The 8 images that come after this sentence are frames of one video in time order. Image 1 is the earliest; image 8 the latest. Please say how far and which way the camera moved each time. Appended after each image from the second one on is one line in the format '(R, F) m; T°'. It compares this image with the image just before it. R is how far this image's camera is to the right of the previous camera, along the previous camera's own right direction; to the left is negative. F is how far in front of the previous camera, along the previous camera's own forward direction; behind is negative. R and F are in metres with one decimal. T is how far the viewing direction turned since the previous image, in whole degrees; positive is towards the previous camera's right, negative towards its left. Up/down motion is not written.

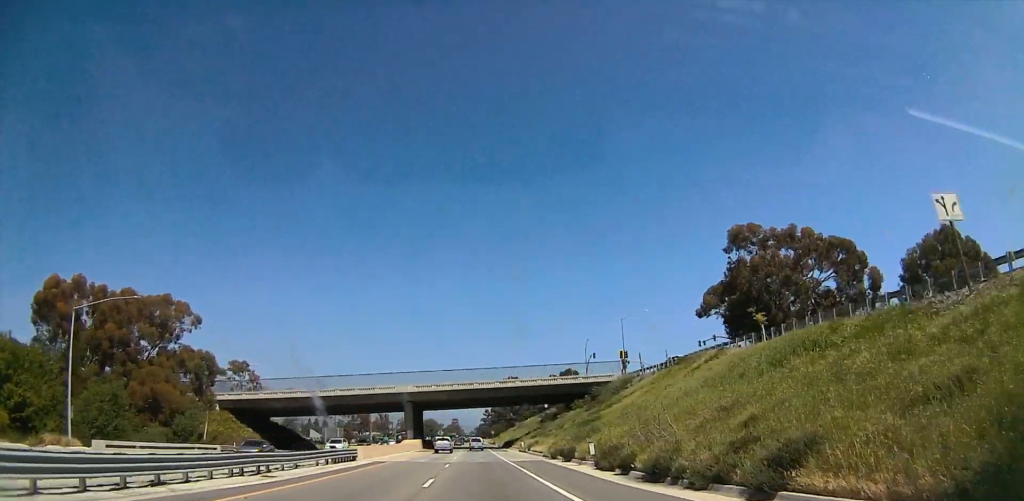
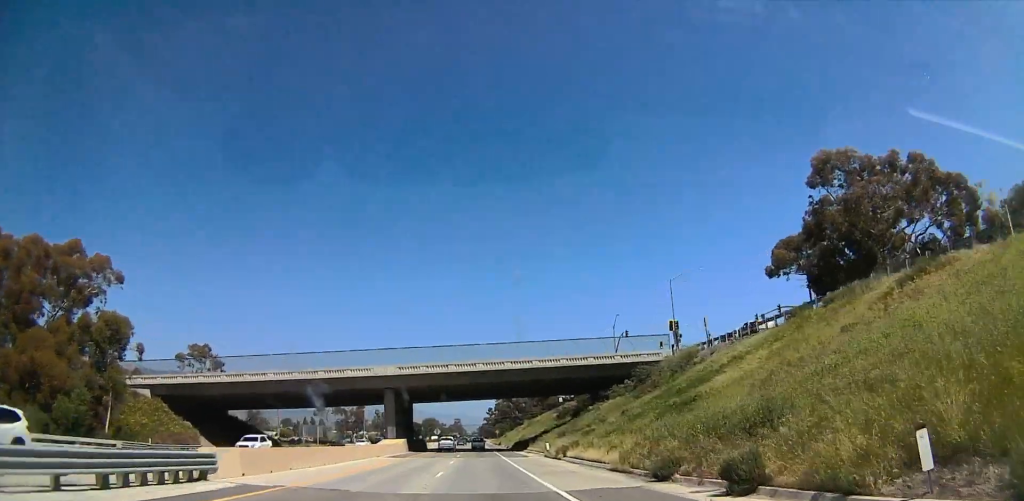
(0.0, +27.2) m; 0°
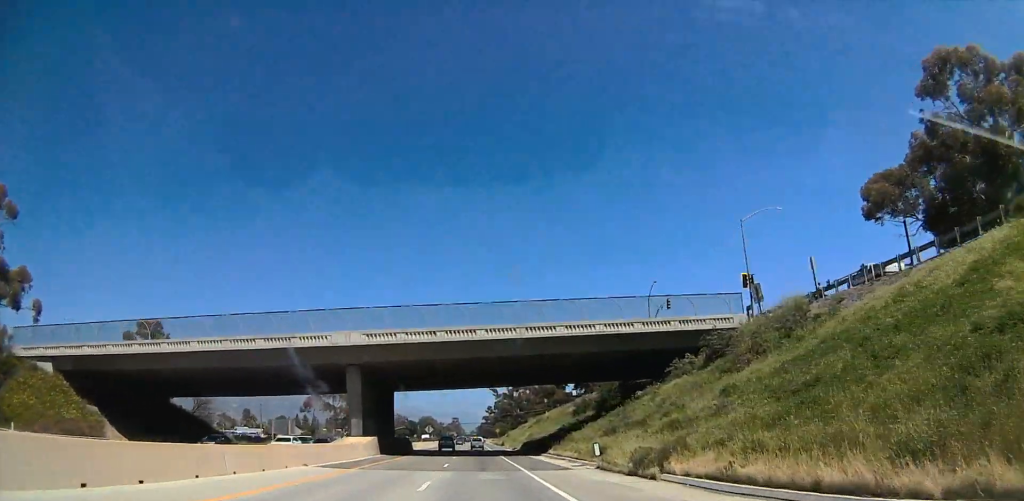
(0.0, +25.0) m; 0°
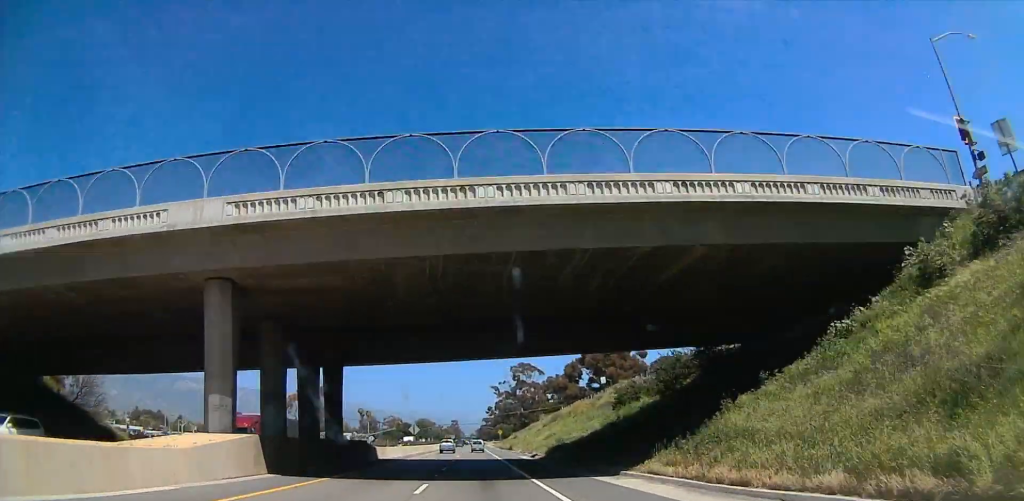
(-0.1, +35.0) m; -1°
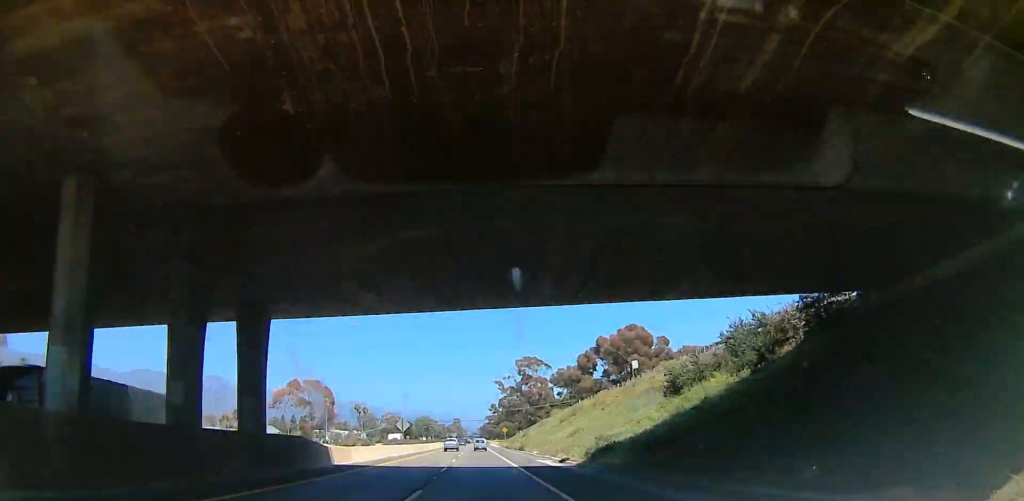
(-0.3, +22.5) m; 0°
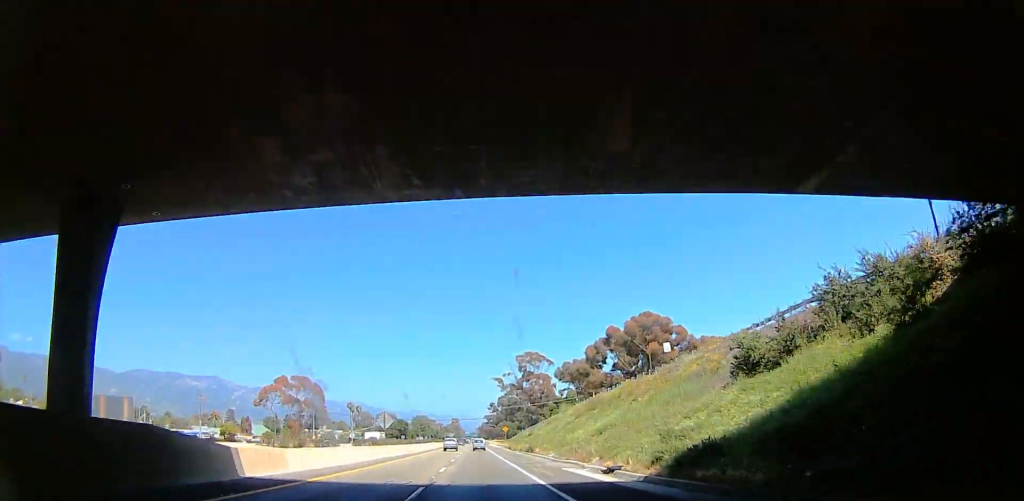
(-0.1, +17.9) m; 0°
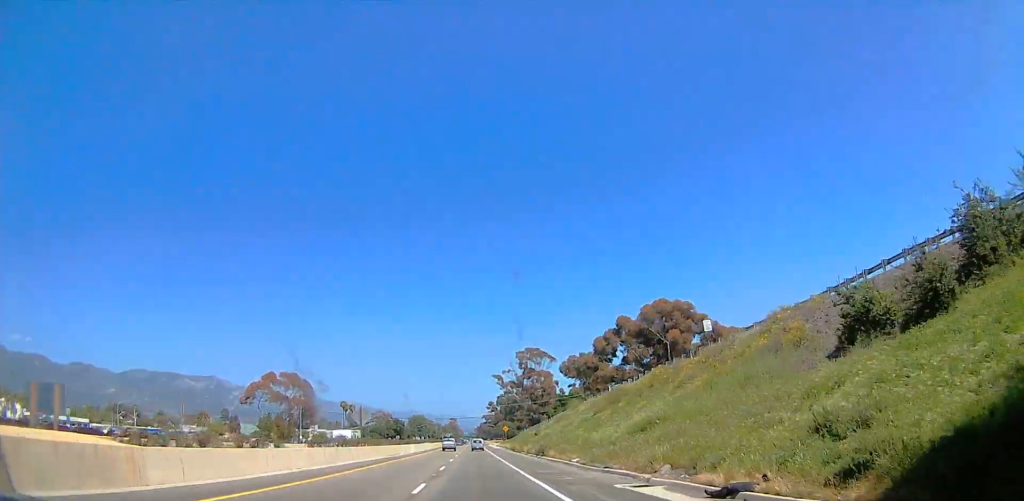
(0.0, +15.5) m; 0°
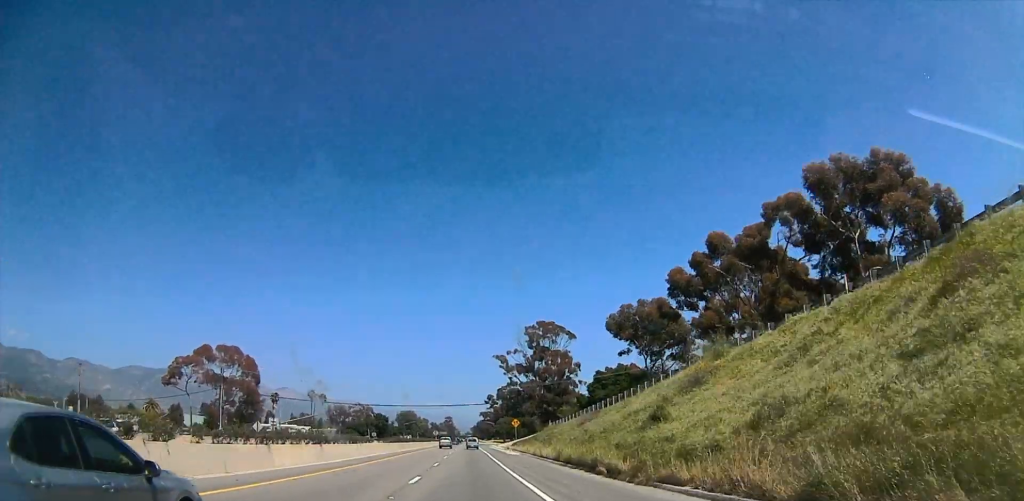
(+0.3, +66.6) m; +1°
